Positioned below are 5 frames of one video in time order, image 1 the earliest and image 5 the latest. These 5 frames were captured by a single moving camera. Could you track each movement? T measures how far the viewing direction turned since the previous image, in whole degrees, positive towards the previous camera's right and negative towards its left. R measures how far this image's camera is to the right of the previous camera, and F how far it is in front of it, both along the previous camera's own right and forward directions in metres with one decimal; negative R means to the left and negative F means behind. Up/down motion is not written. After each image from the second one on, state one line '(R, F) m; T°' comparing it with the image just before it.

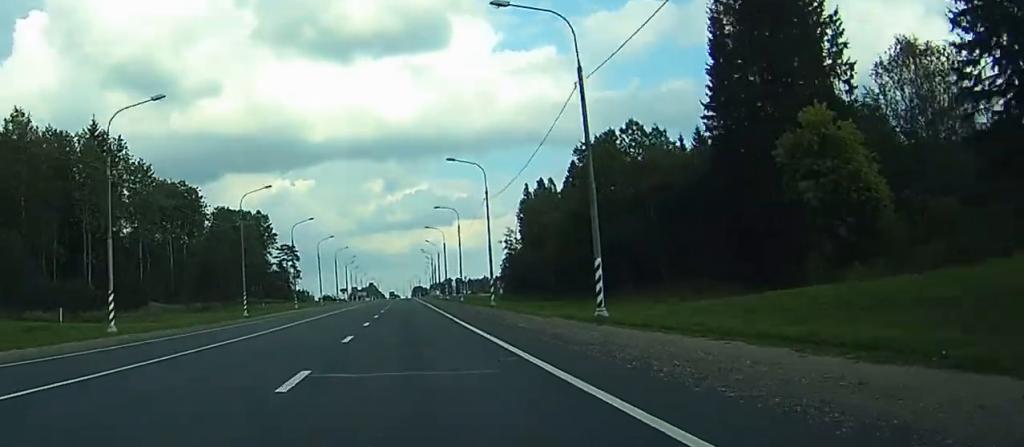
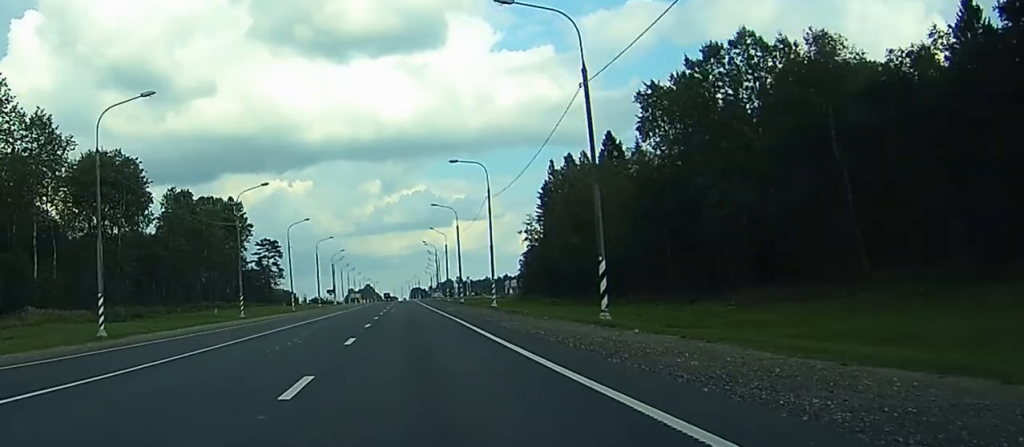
(-0.2, +37.0) m; 0°
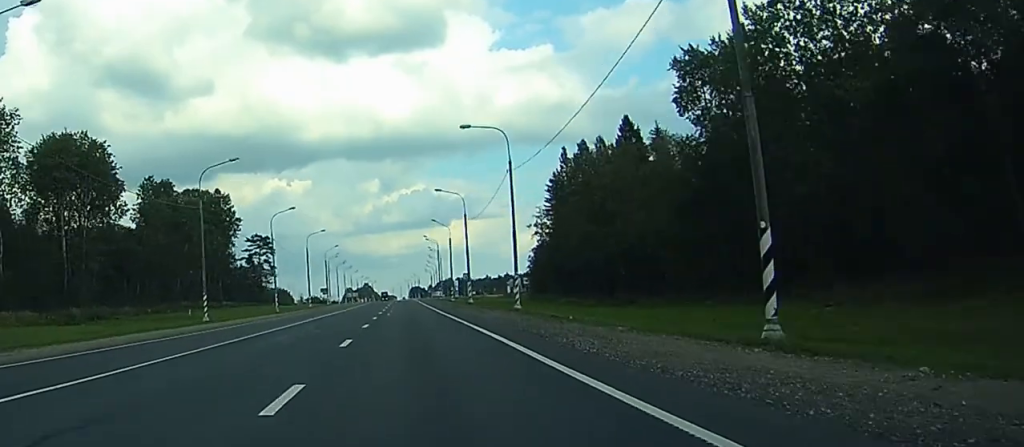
(0.0, +13.6) m; 0°
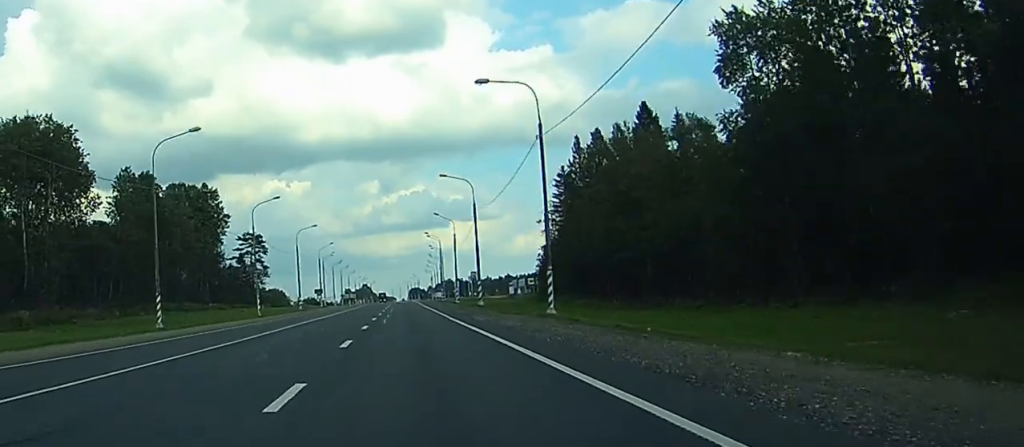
(+0.1, +11.6) m; 0°
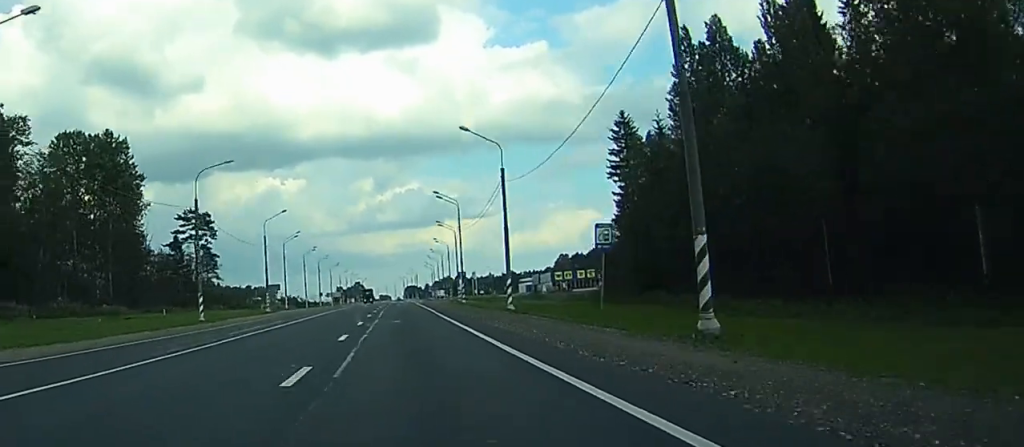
(+0.2, +57.1) m; 0°
